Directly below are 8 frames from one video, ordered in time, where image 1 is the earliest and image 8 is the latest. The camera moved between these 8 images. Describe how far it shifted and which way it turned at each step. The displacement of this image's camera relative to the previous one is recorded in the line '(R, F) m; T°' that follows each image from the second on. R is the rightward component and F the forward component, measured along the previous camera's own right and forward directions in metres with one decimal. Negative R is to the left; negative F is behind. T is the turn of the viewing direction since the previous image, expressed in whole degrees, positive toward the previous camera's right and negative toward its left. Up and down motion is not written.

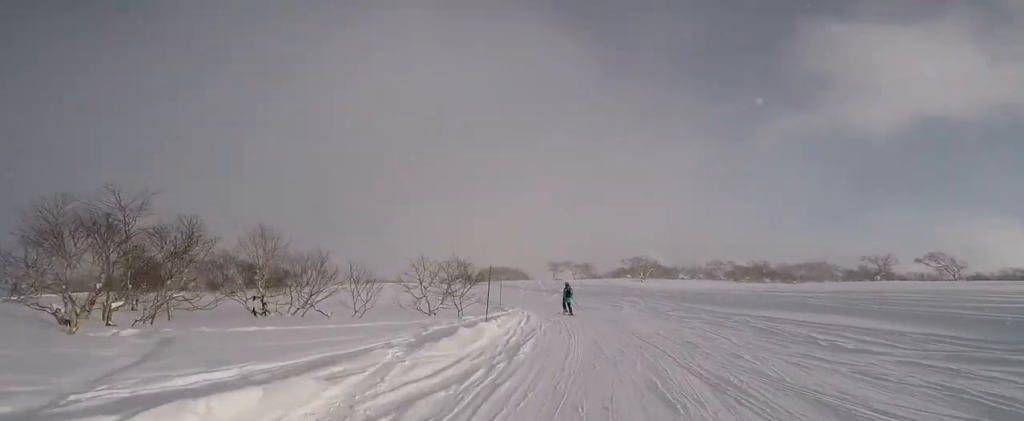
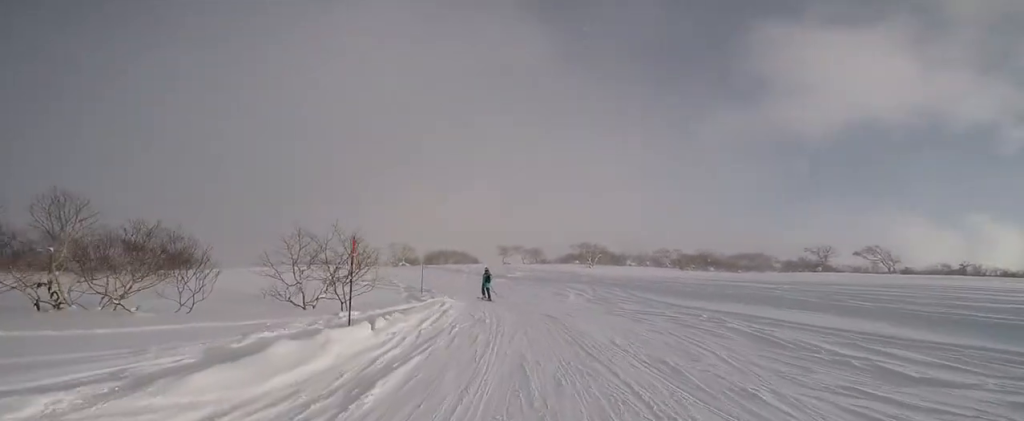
(+0.9, +3.6) m; 0°
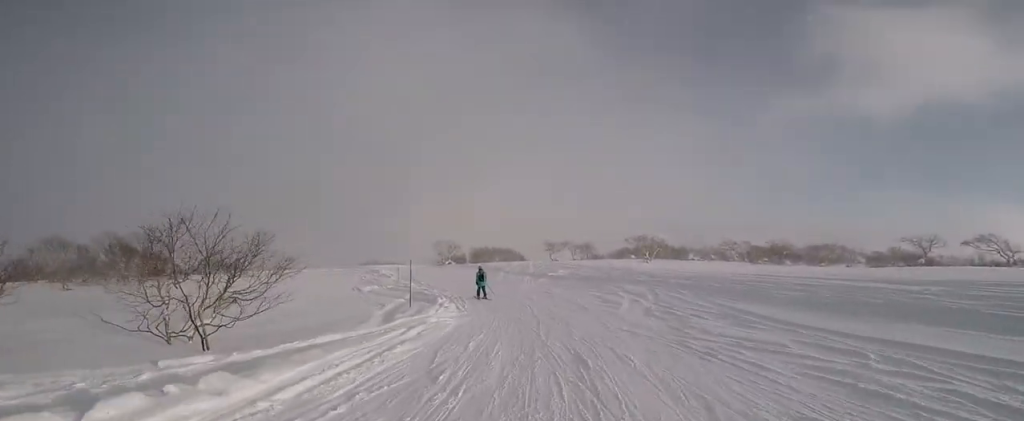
(+0.6, +5.2) m; -5°
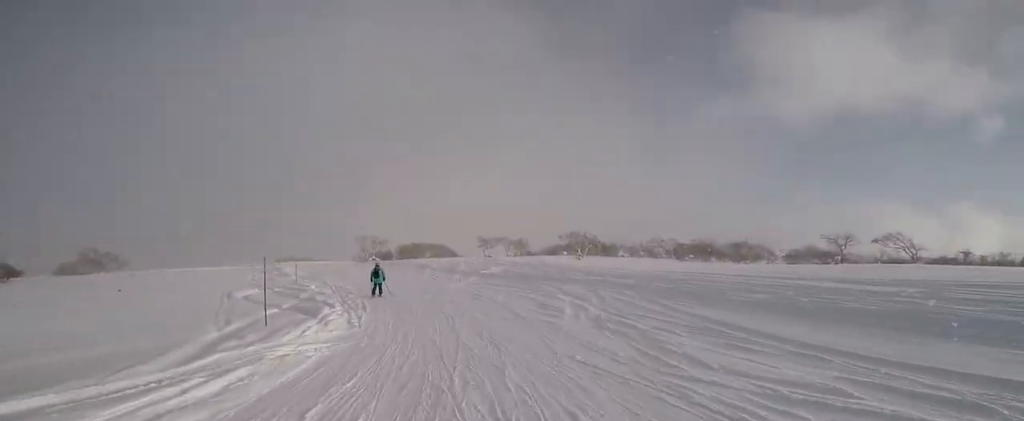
(-0.6, +3.6) m; -13°
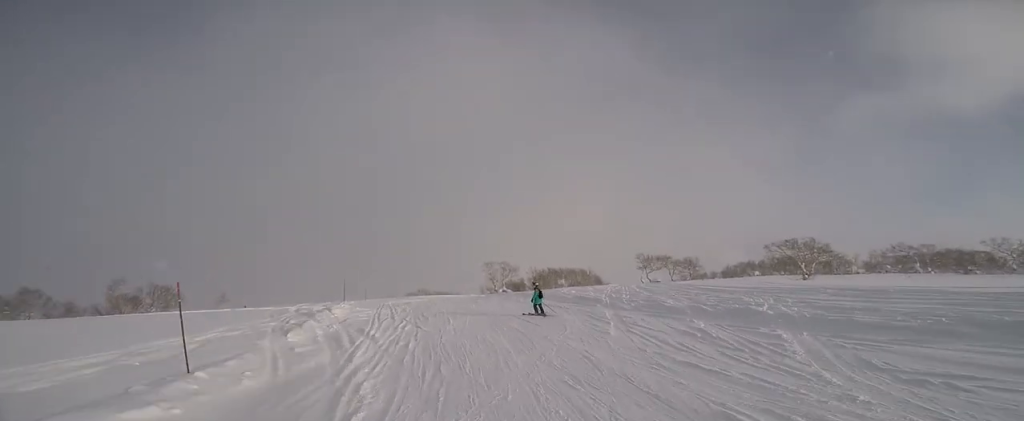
(-3.7, +20.5) m; -16°
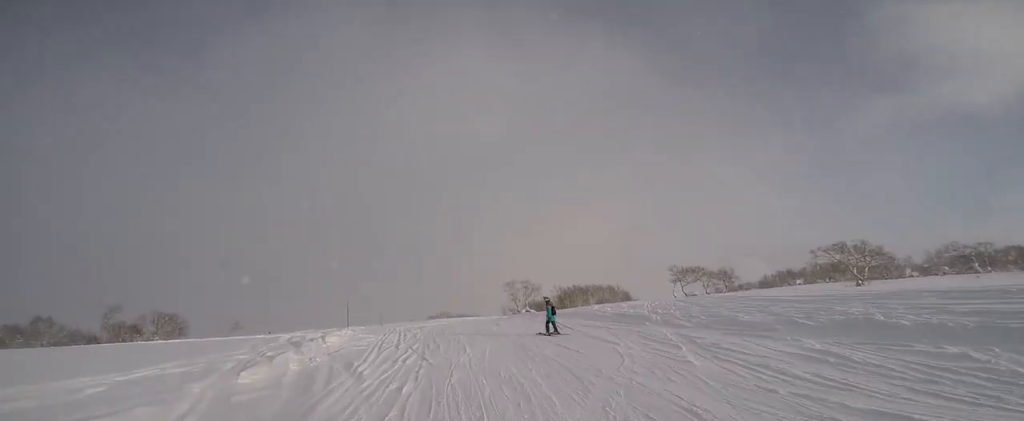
(-0.3, +3.5) m; -5°
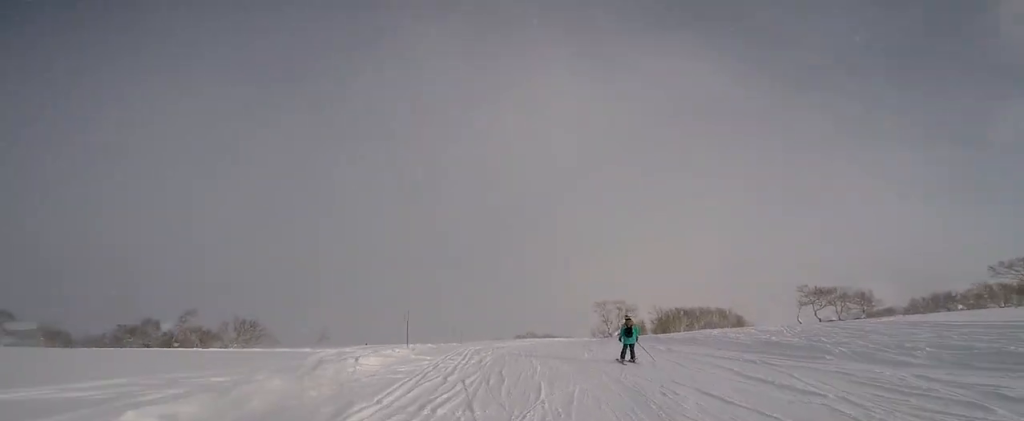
(0.0, +4.6) m; 0°
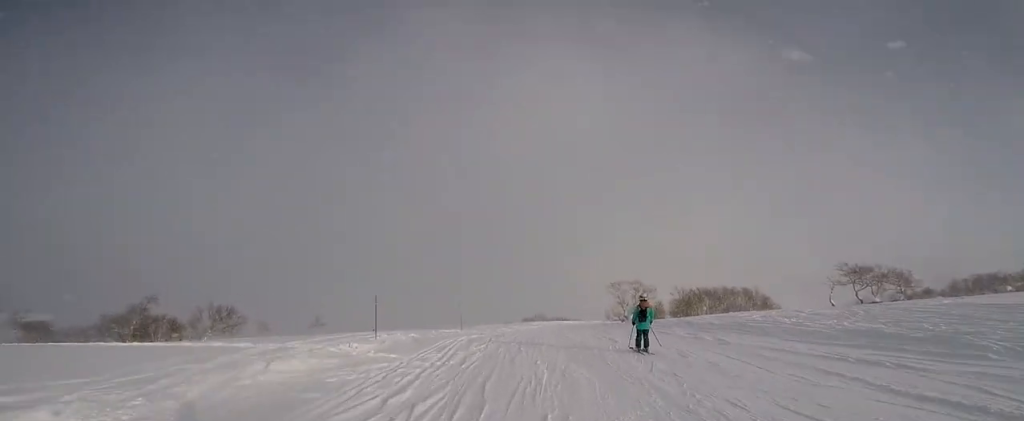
(0.0, +4.1) m; 0°
